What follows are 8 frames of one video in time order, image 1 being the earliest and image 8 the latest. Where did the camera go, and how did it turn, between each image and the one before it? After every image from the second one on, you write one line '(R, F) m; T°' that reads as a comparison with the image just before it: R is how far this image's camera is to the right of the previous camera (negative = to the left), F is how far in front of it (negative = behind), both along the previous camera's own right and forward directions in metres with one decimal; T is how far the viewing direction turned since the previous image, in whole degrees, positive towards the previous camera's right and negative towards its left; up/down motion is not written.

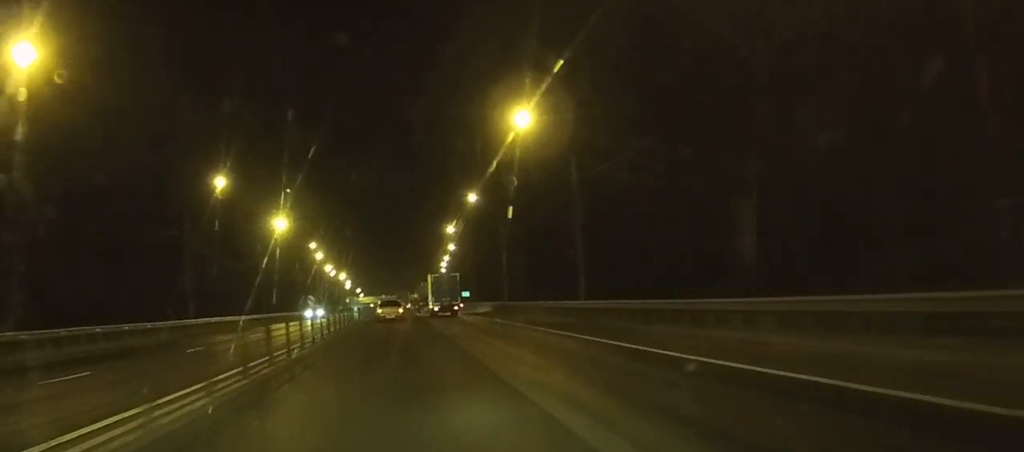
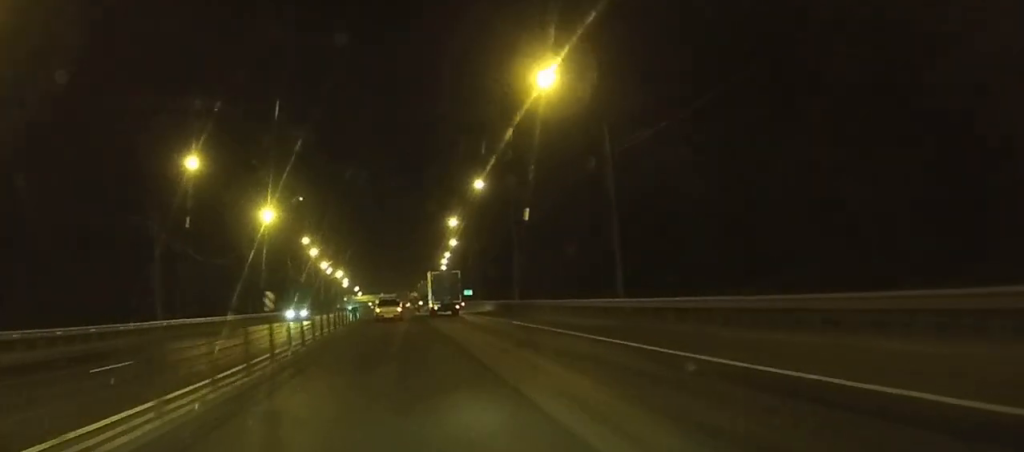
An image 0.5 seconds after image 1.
(0.0, +8.4) m; 0°
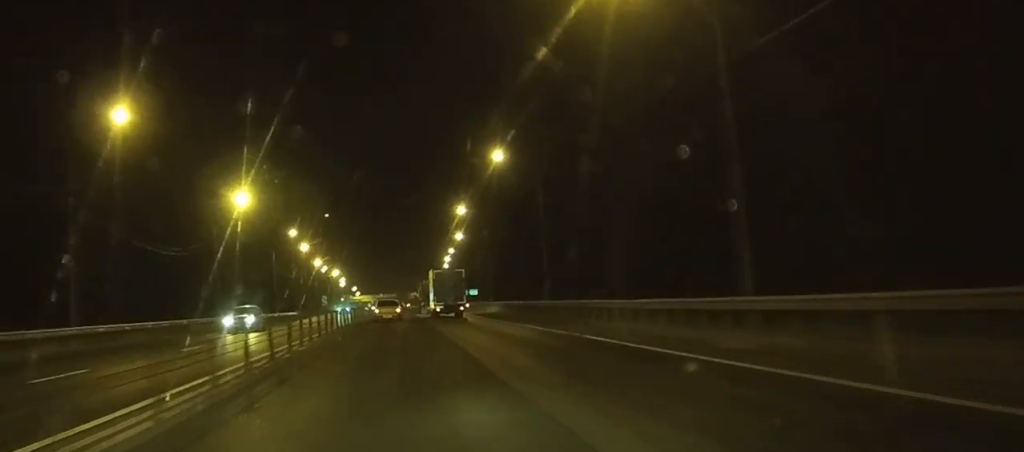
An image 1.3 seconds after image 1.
(0.0, +14.7) m; 0°
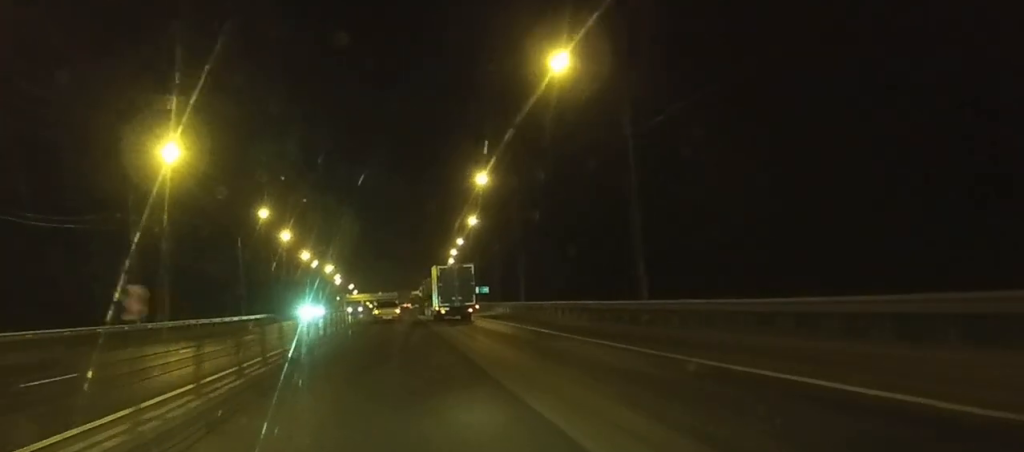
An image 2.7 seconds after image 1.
(0.0, +23.4) m; 0°
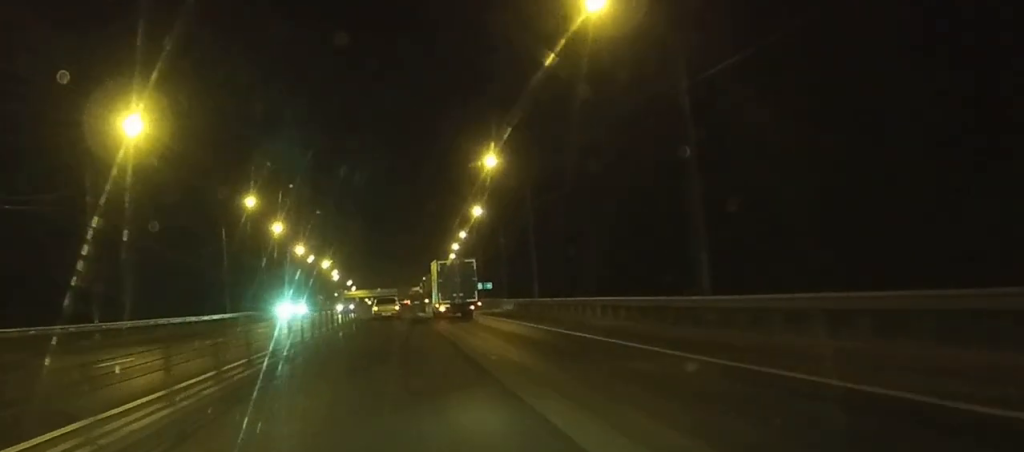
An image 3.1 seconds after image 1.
(0.0, +7.2) m; 0°
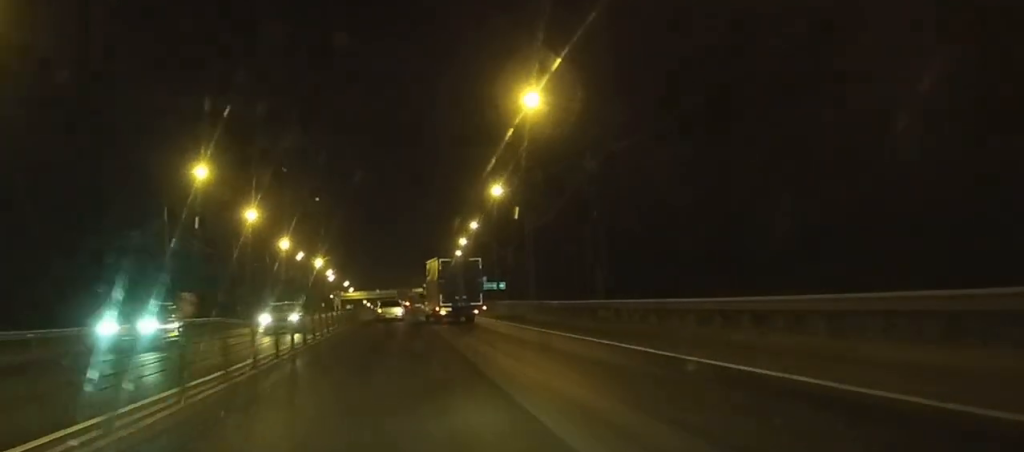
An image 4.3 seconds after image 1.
(0.0, +19.8) m; 0°
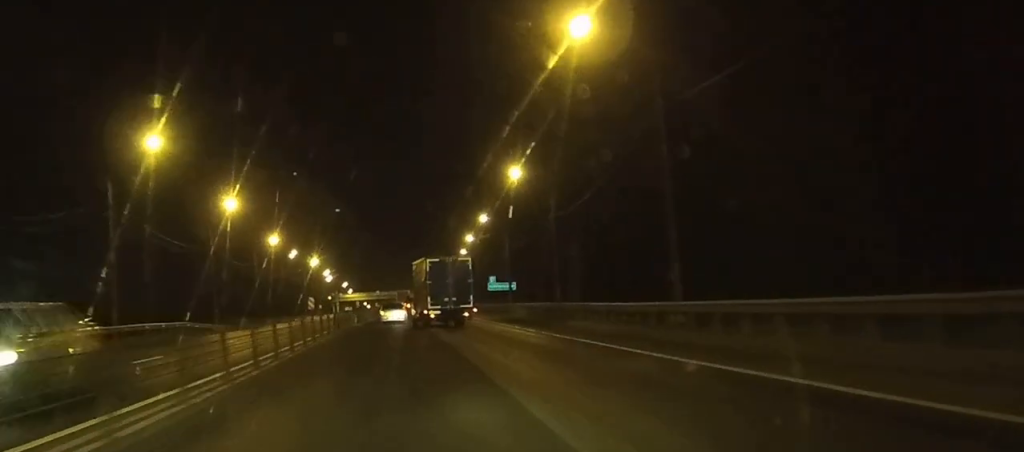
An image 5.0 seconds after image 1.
(0.0, +12.1) m; +2°
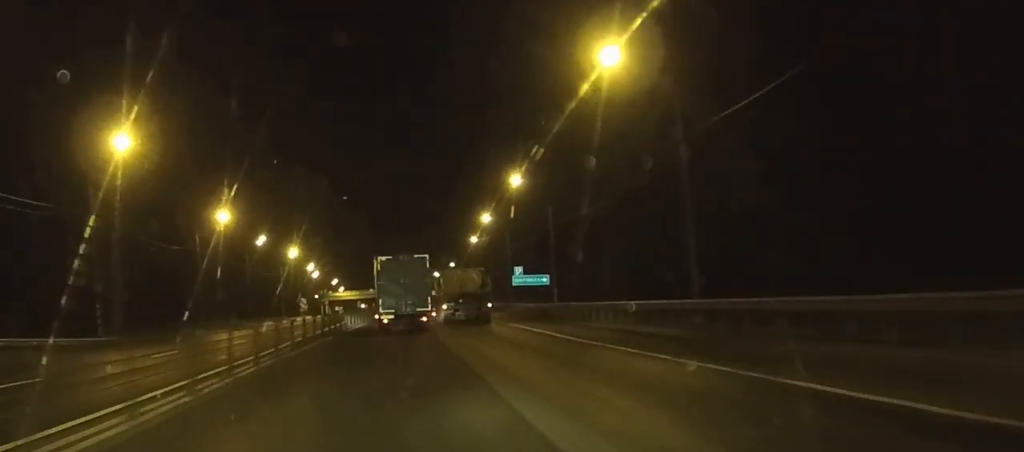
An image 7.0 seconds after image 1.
(+5.7, +29.0) m; -1°
